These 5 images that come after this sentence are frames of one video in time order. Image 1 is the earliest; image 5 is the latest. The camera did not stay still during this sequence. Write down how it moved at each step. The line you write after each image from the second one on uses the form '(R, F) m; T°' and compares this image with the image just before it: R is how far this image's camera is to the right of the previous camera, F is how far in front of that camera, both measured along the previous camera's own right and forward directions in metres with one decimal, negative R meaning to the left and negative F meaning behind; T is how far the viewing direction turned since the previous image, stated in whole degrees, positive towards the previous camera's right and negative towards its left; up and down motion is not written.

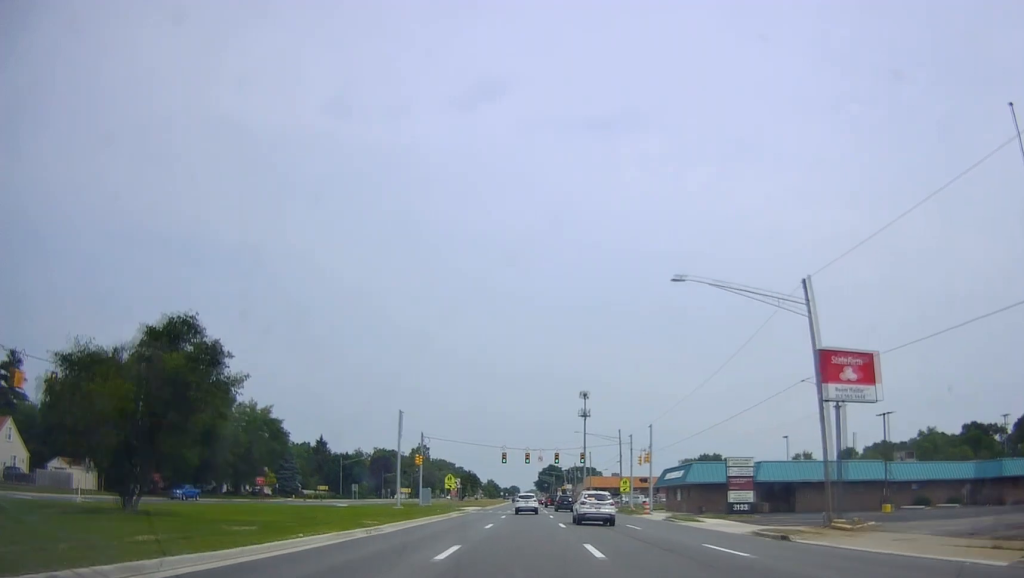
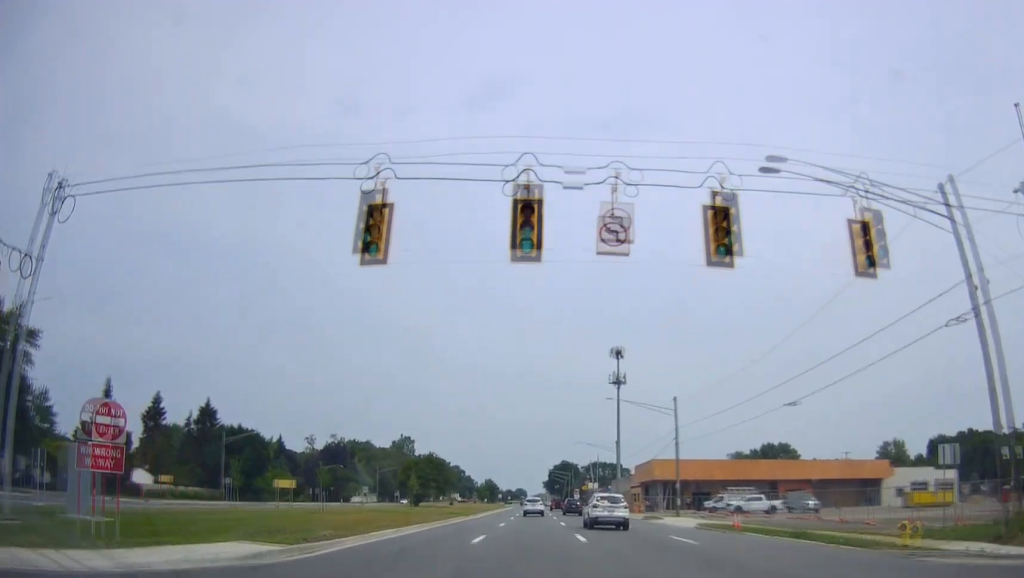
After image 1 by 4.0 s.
(-0.1, +69.2) m; -2°
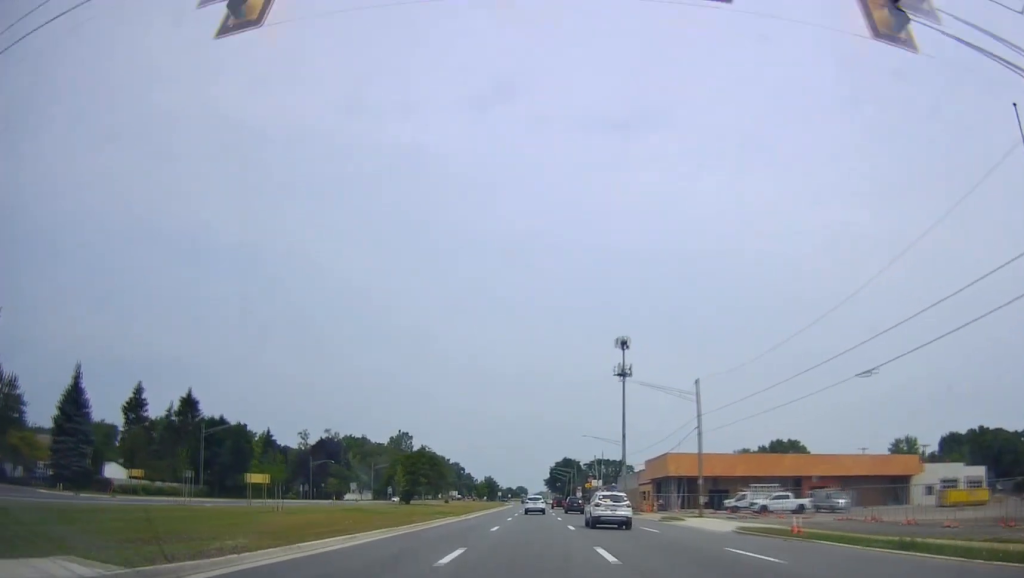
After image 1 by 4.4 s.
(-0.3, +7.1) m; 0°
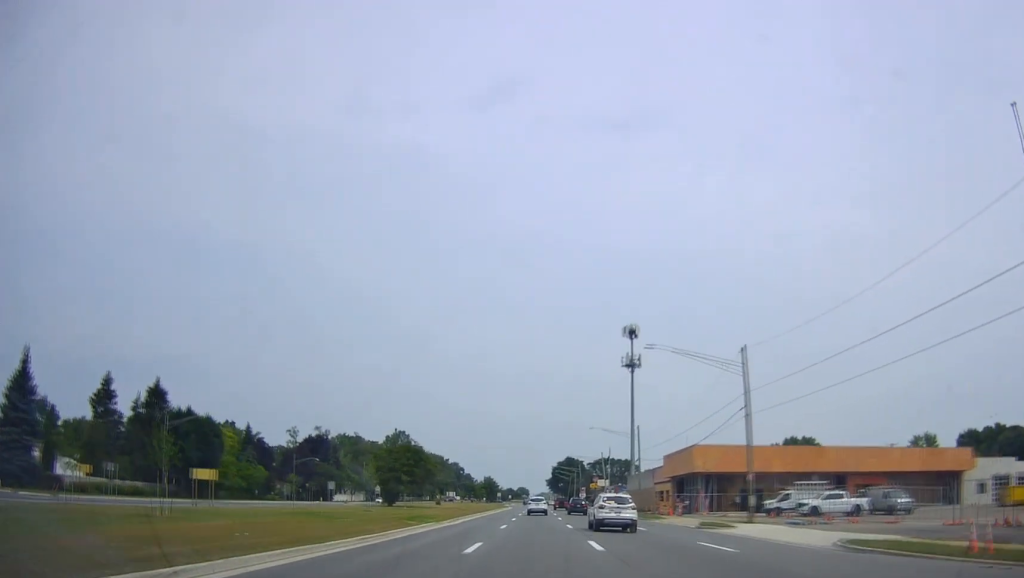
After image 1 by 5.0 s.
(+0.3, +10.9) m; +1°
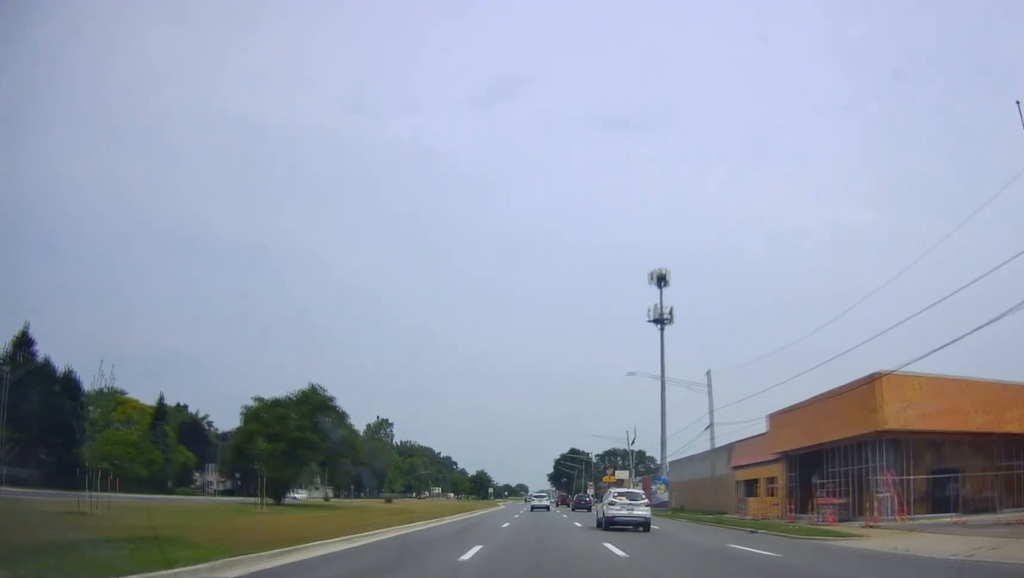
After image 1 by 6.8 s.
(+0.3, +32.9) m; 0°
